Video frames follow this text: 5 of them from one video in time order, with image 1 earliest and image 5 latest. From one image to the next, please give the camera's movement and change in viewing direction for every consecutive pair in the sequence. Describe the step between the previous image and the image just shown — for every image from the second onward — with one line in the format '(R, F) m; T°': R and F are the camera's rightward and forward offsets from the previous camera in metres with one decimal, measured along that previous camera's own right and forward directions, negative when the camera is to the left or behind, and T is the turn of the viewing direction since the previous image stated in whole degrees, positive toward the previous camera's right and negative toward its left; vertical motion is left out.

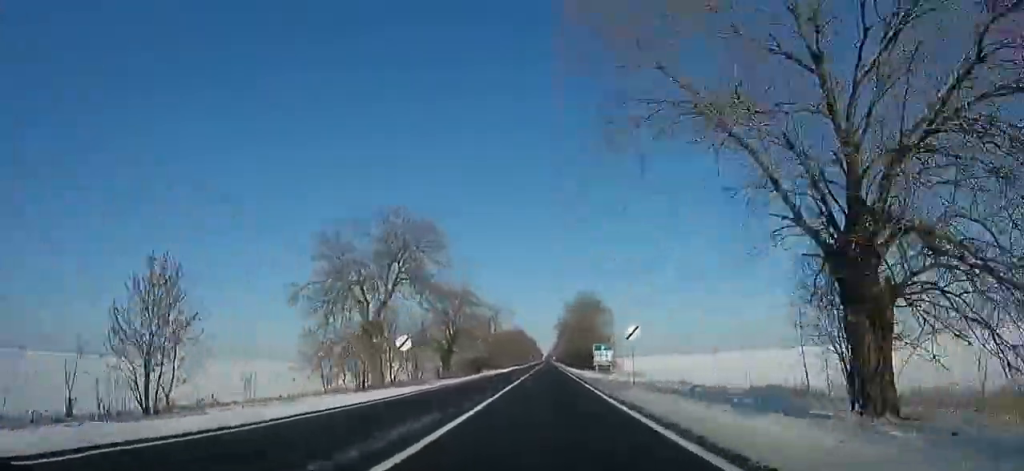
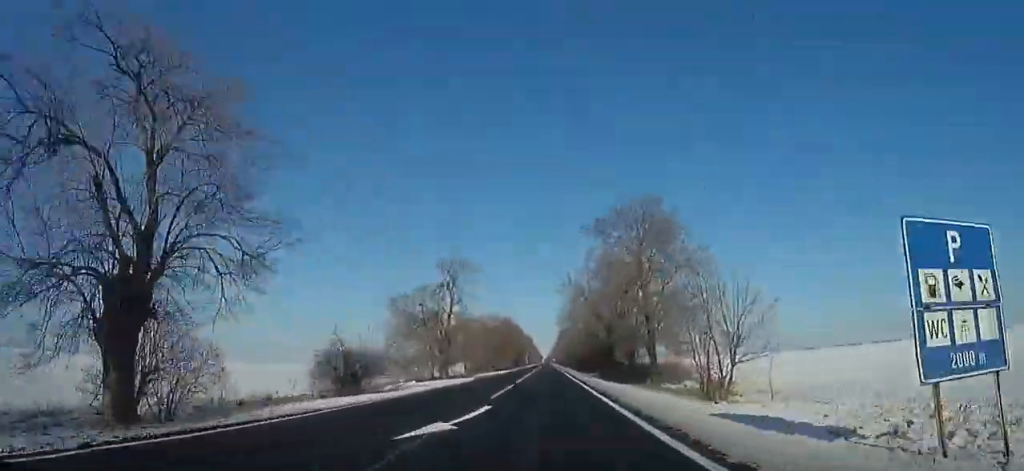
(+0.1, +38.7) m; 0°
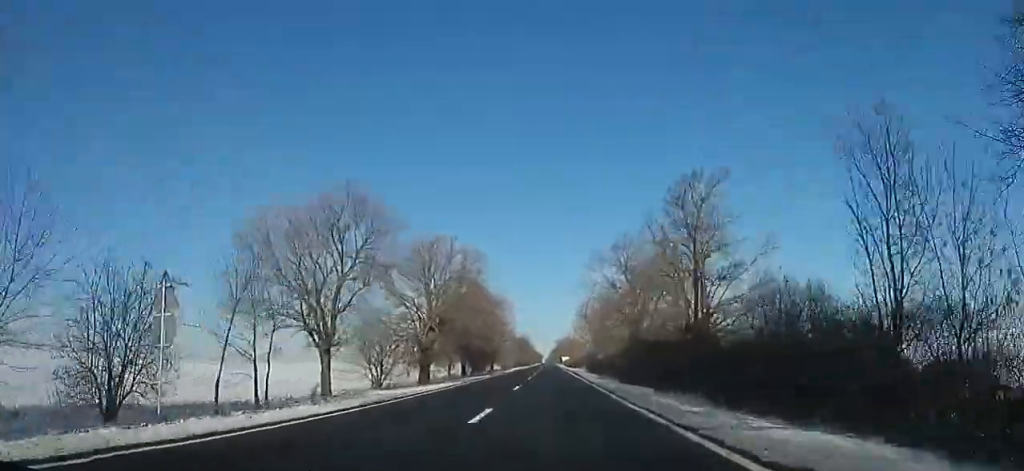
(-1.4, +169.2) m; 0°
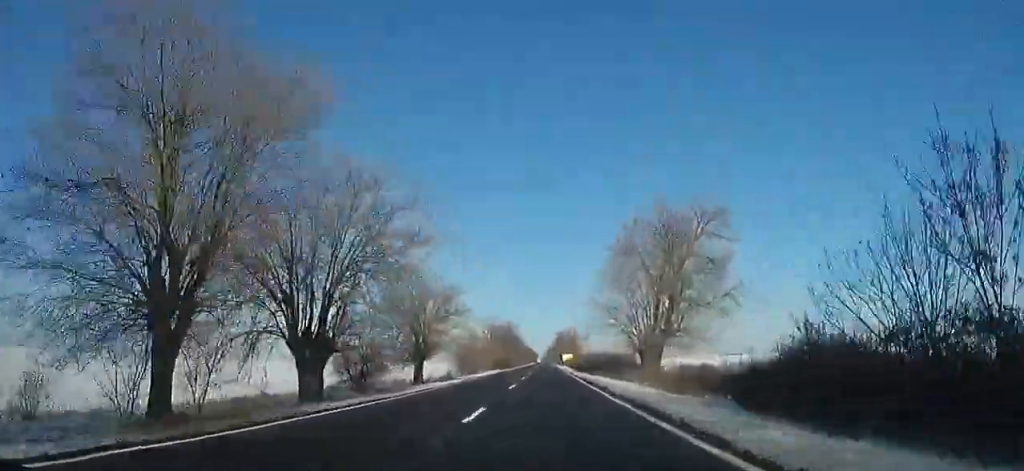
(-0.5, +47.0) m; 0°
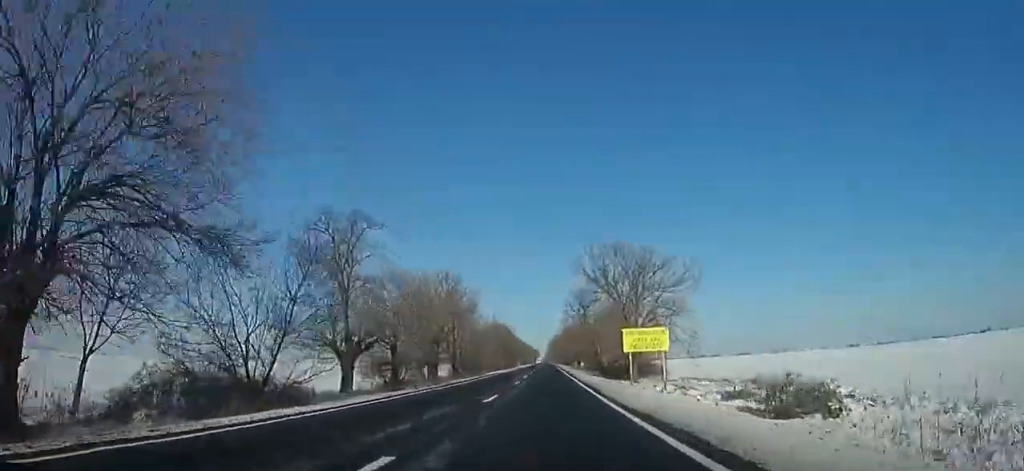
(0.0, +87.0) m; 0°
